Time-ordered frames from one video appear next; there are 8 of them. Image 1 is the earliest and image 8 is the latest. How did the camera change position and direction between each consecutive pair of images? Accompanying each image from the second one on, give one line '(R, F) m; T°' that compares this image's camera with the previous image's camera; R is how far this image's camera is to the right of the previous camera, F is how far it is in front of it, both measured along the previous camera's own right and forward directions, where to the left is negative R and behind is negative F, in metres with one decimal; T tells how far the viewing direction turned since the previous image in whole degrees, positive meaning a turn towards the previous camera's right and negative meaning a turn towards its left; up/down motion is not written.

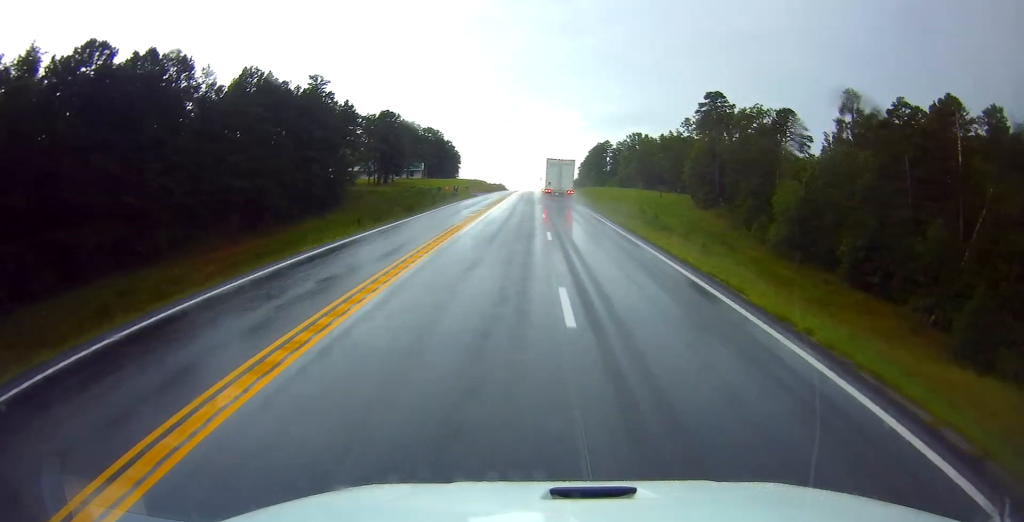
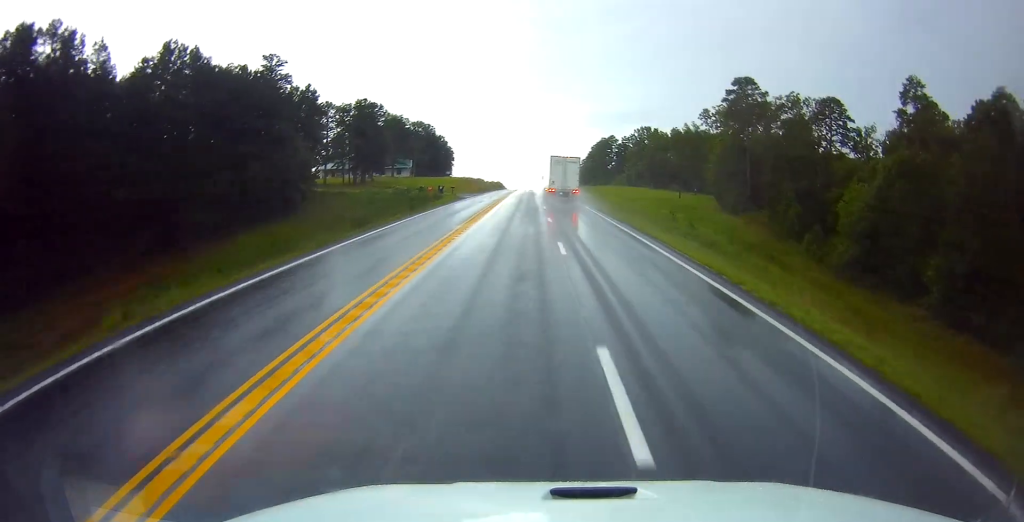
(0.0, +16.2) m; 0°
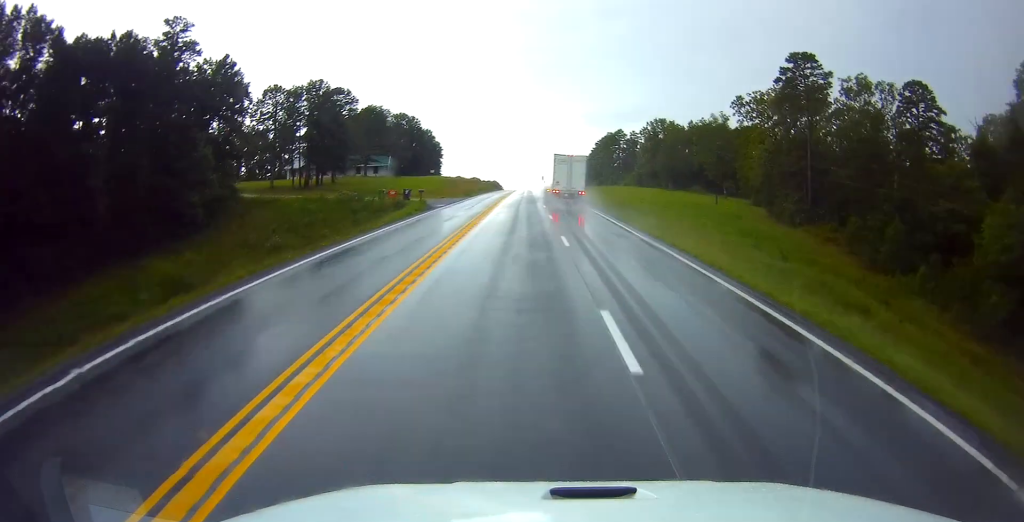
(-0.2, +22.0) m; 0°
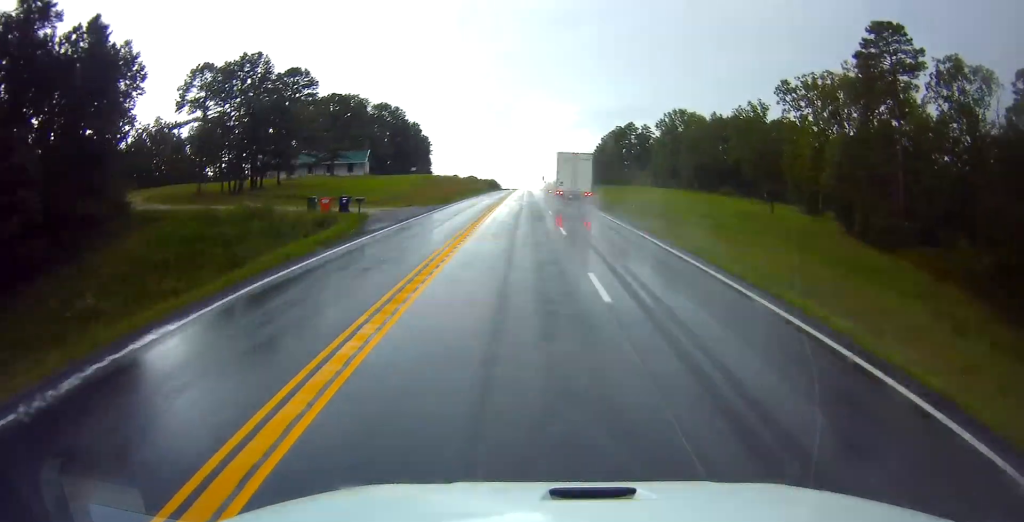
(+0.5, +20.3) m; 0°
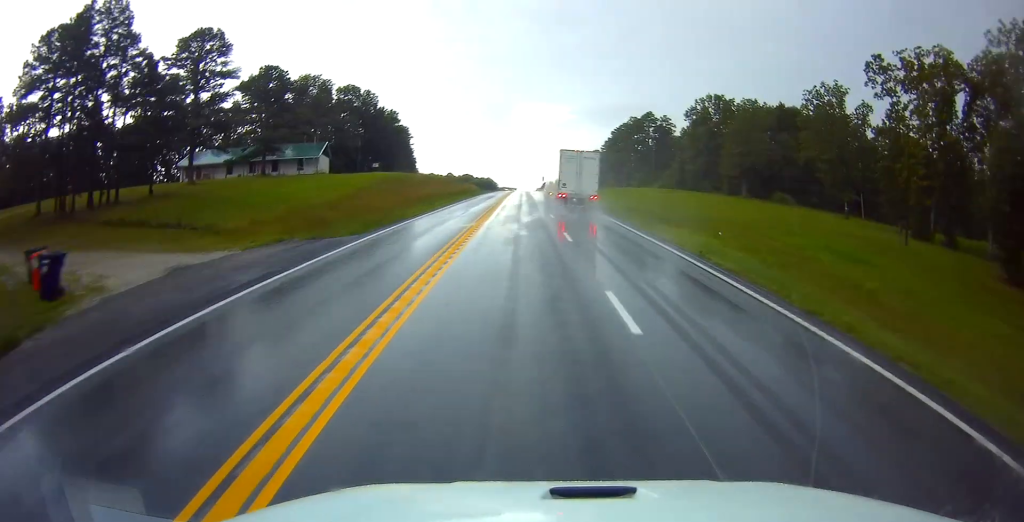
(-0.6, +26.2) m; 0°
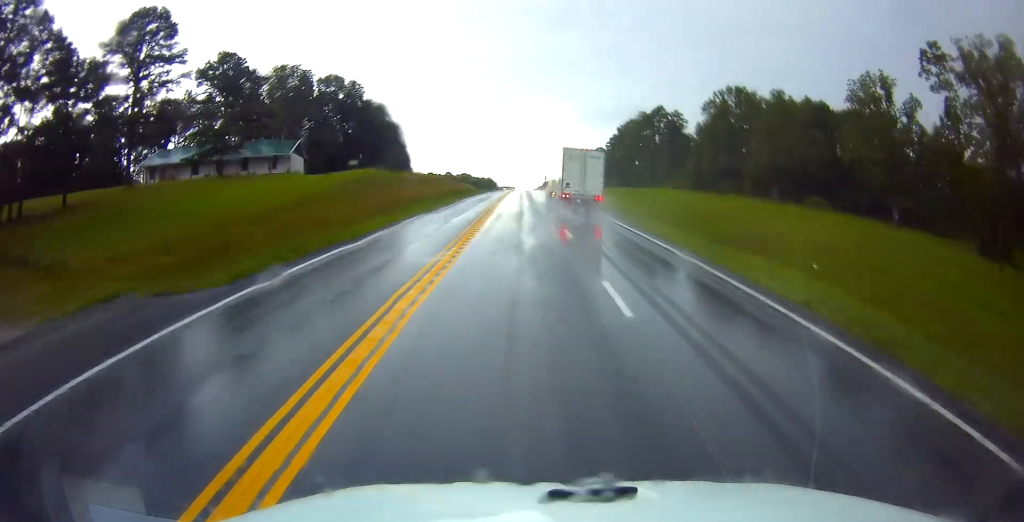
(+0.3, +11.0) m; +1°
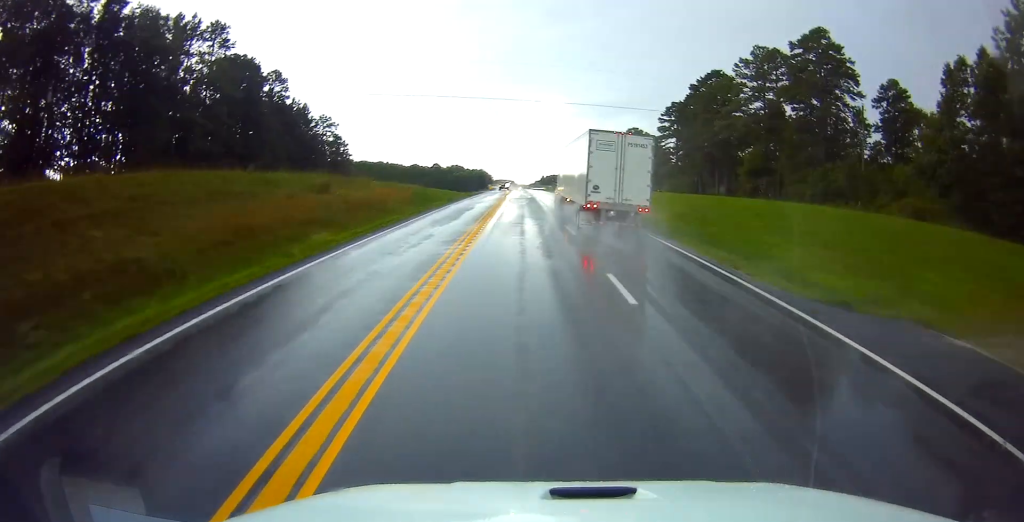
(+0.5, +71.7) m; -1°
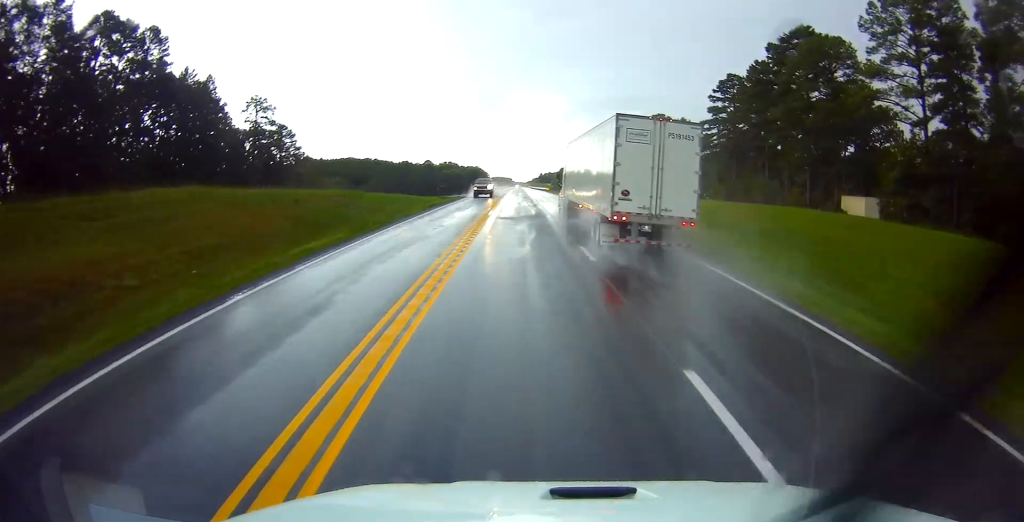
(-0.2, +31.1) m; +1°
